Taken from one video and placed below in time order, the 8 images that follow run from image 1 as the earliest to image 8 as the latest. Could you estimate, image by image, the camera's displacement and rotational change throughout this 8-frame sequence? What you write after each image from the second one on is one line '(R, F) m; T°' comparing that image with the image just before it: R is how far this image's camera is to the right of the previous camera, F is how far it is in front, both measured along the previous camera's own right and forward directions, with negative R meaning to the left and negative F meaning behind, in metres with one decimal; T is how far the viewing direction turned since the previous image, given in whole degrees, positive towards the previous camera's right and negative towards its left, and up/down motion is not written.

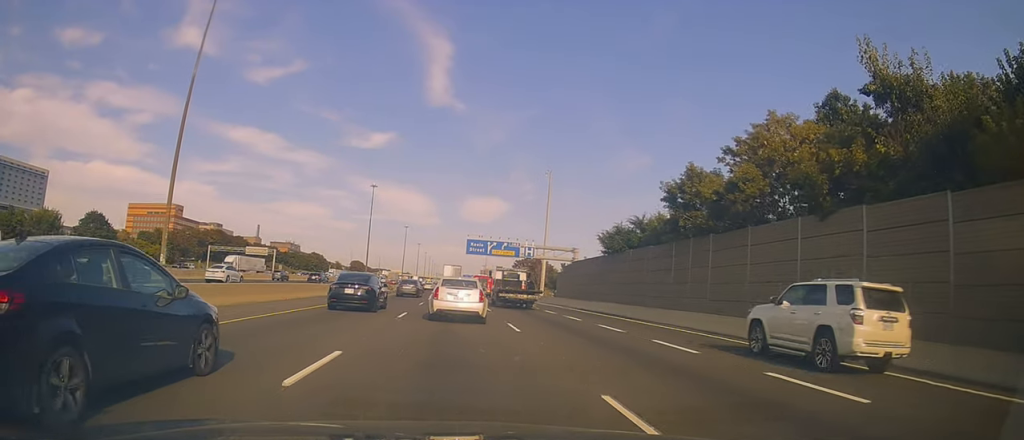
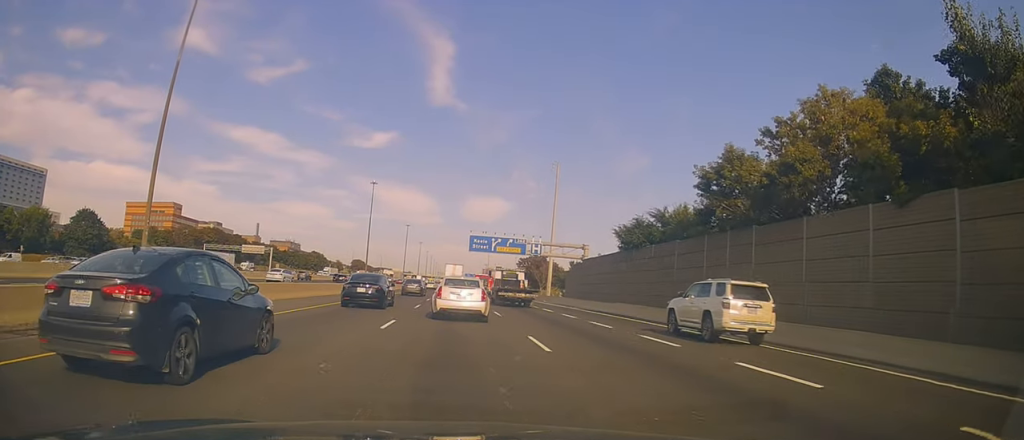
(0.0, +5.3) m; -1°
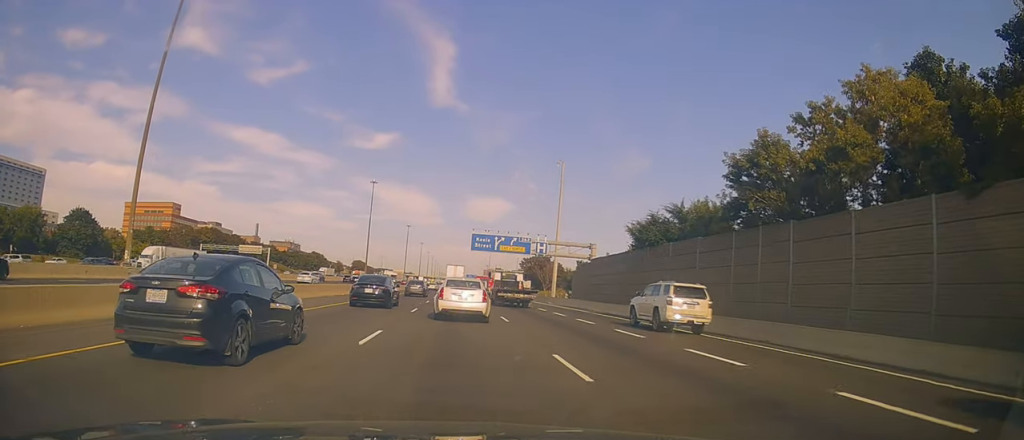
(-0.6, +3.7) m; -1°
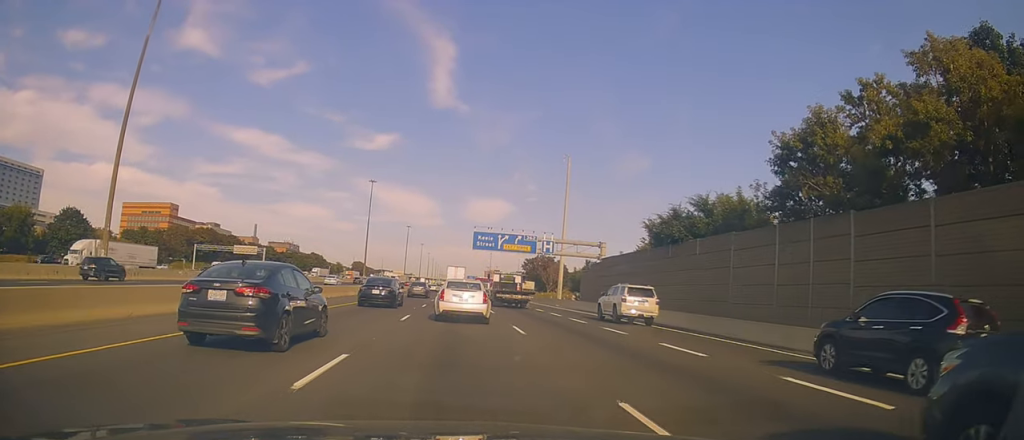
(+0.4, +4.4) m; +2°
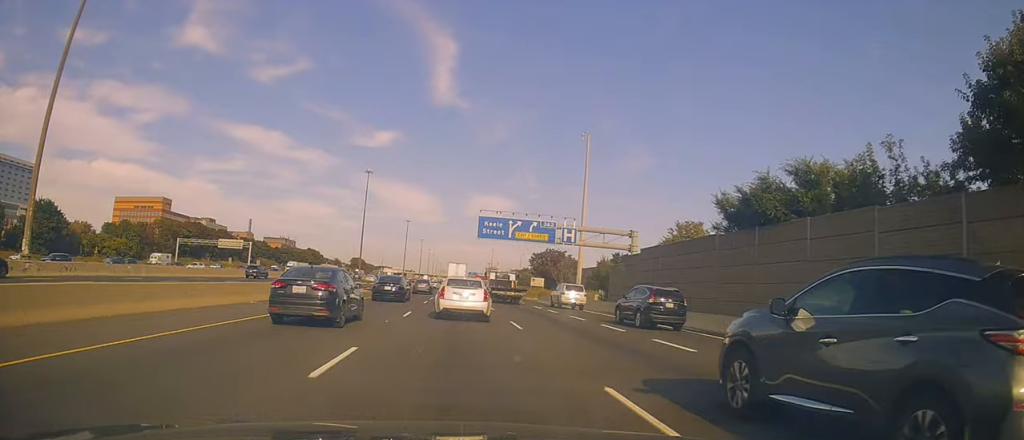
(-0.1, +11.1) m; -2°
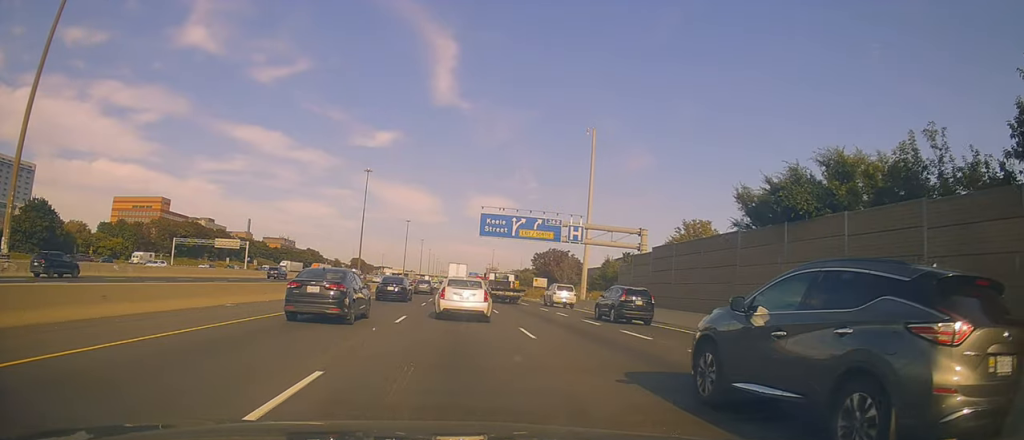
(0.0, +2.7) m; 0°
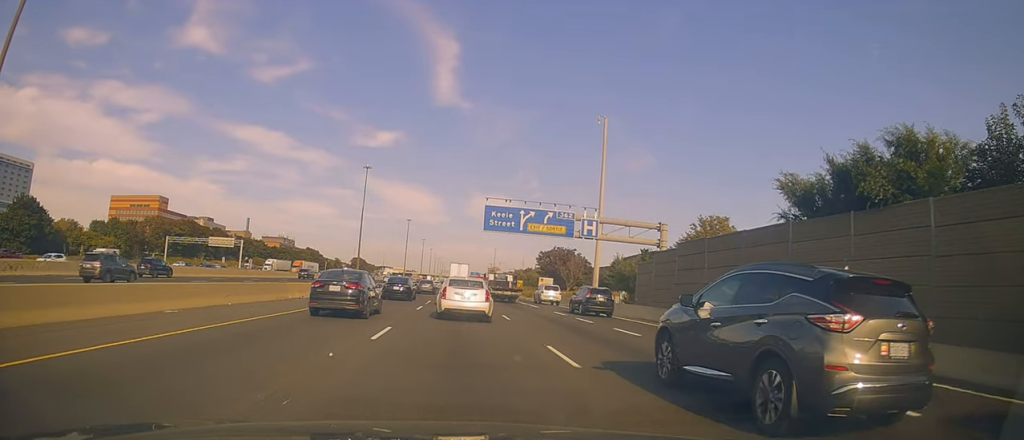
(0.0, +5.0) m; +2°
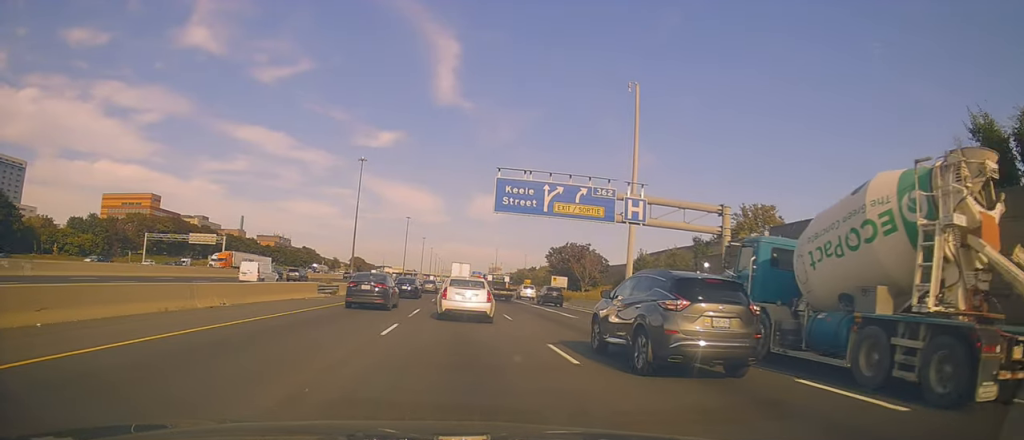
(+0.5, +11.8) m; -2°
